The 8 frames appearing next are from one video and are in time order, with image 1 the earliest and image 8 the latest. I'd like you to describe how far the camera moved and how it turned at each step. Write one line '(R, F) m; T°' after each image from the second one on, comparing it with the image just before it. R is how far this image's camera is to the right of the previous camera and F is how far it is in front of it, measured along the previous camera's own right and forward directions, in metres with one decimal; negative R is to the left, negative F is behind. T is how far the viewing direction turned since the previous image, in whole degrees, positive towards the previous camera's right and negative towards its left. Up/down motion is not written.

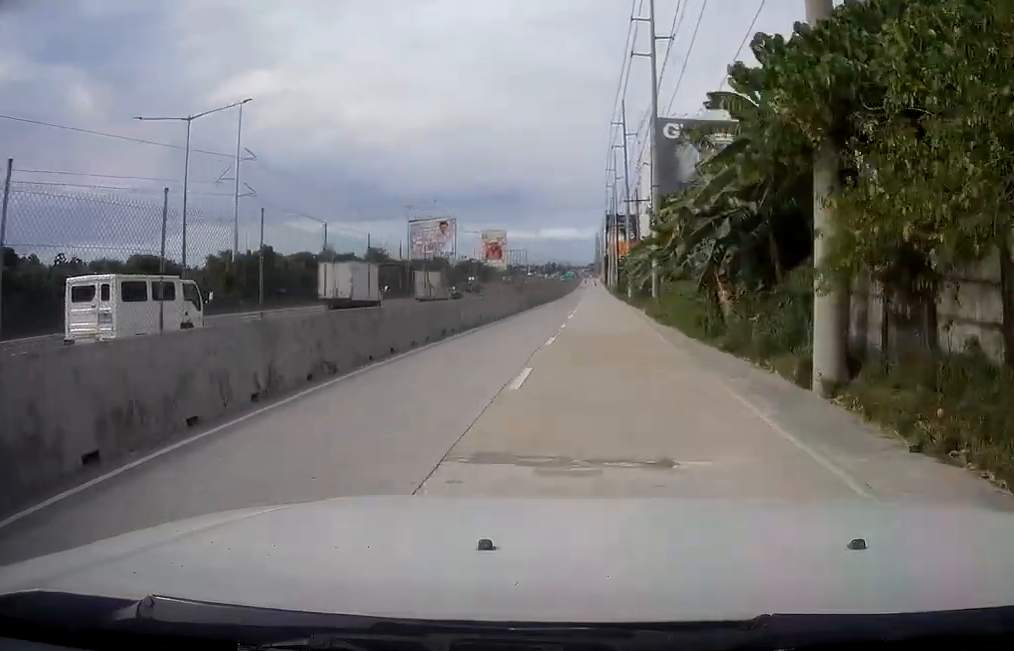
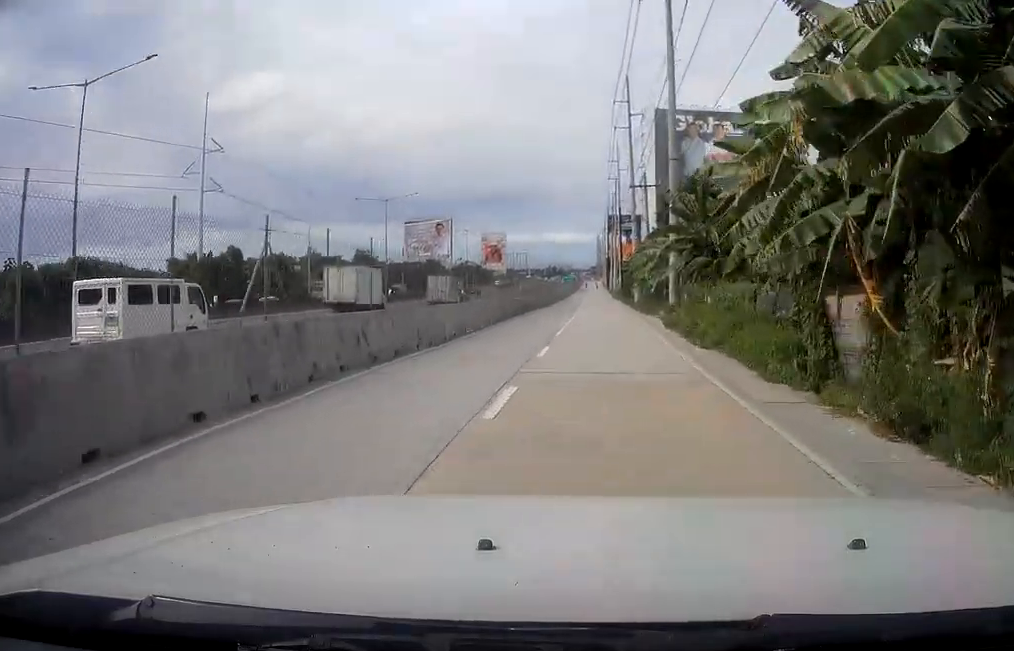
(+0.2, +12.2) m; 0°
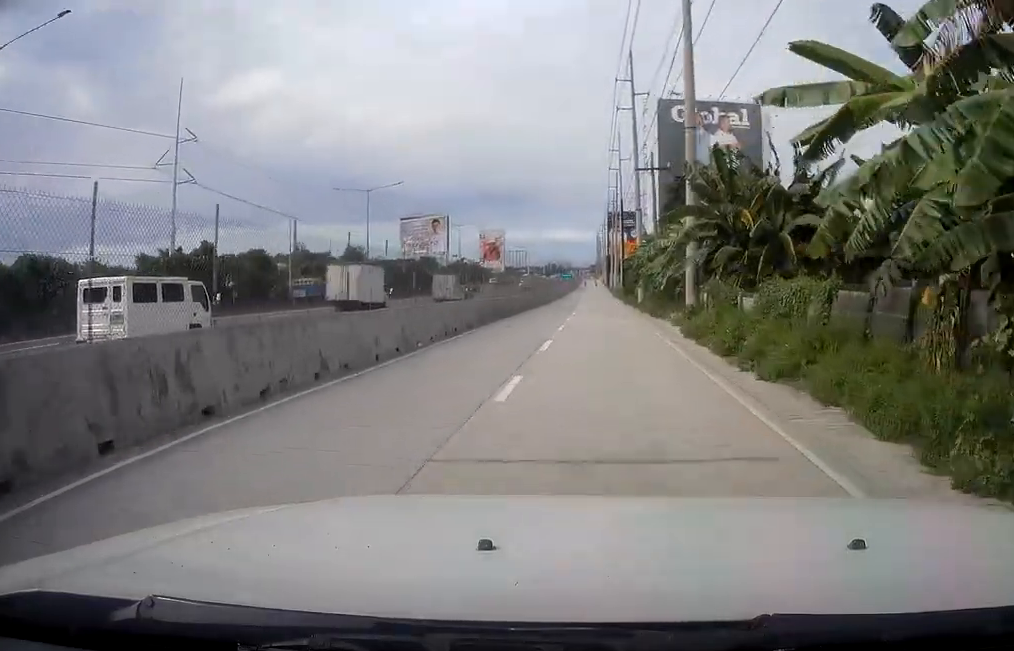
(0.0, +8.1) m; -1°
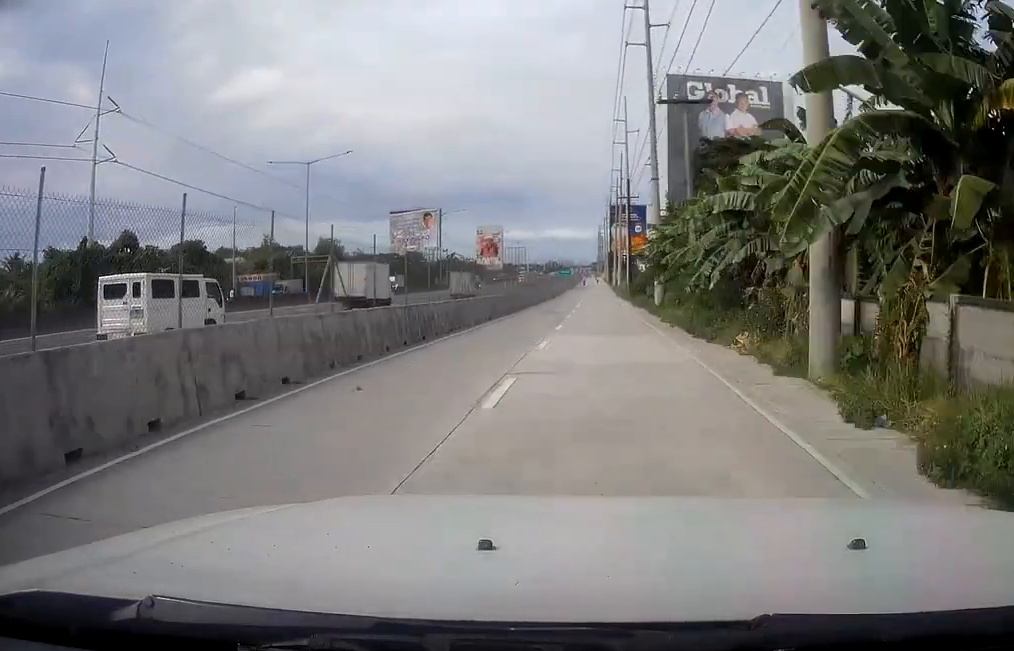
(-0.6, +19.9) m; -1°
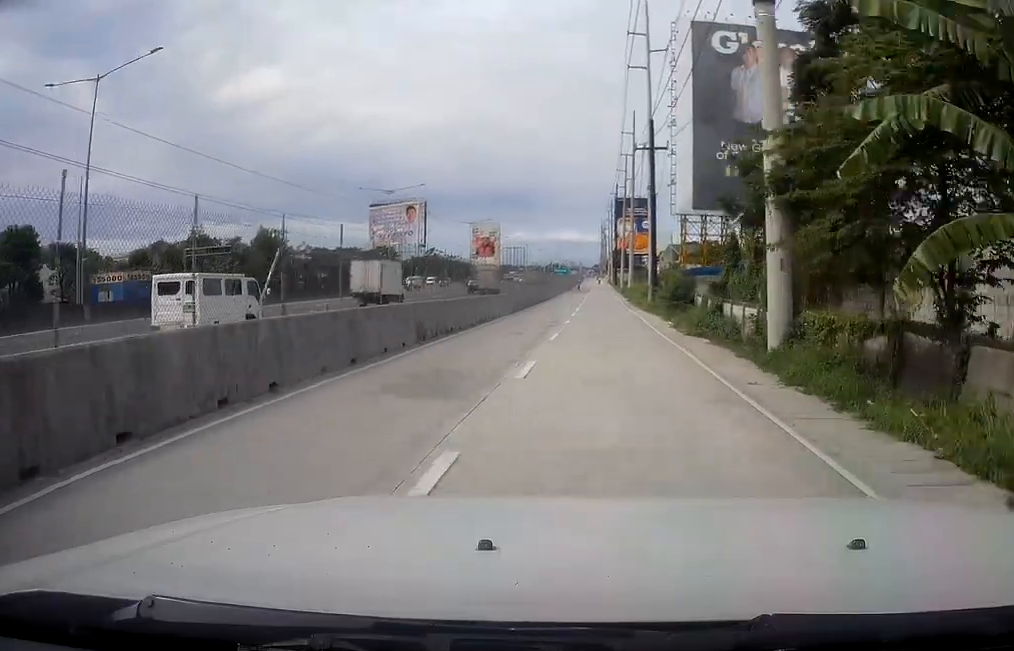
(+1.0, +34.0) m; +4°
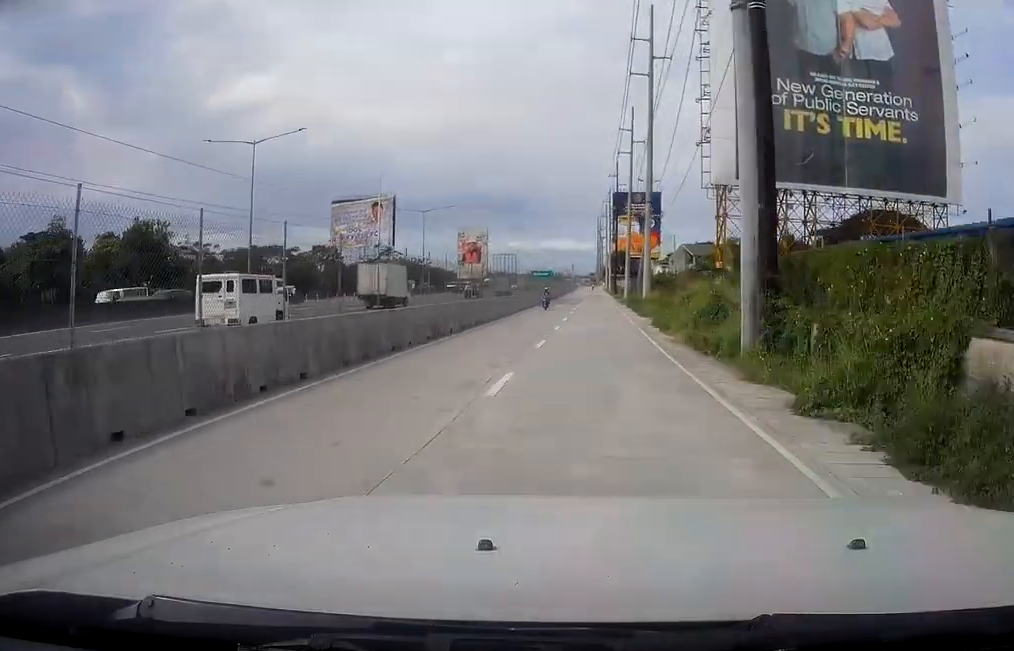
(-0.2, +39.1) m; -1°
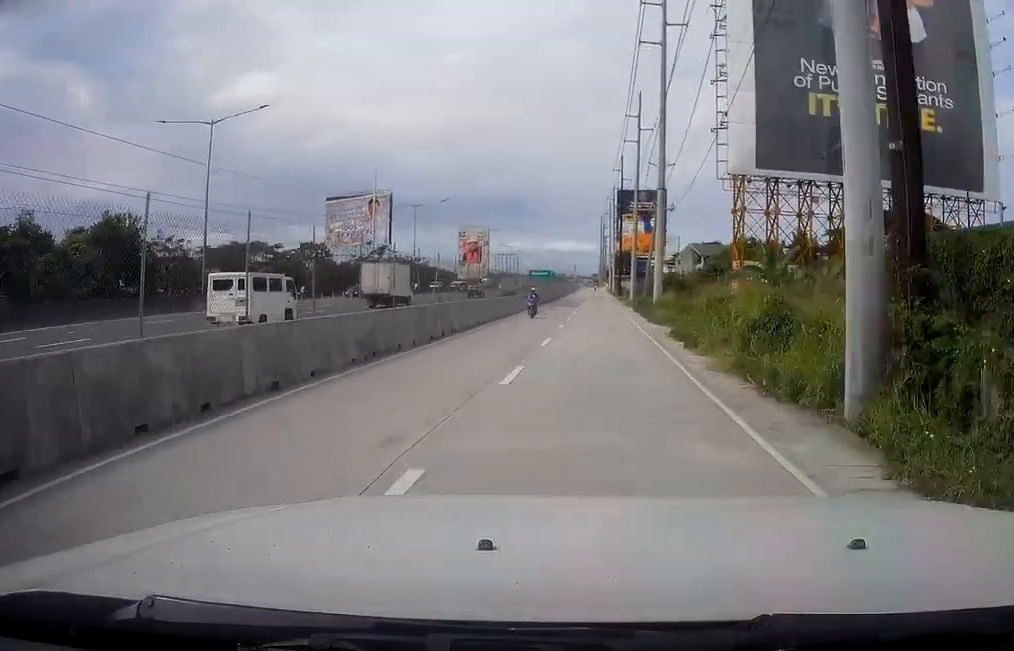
(+0.3, +7.8) m; 0°
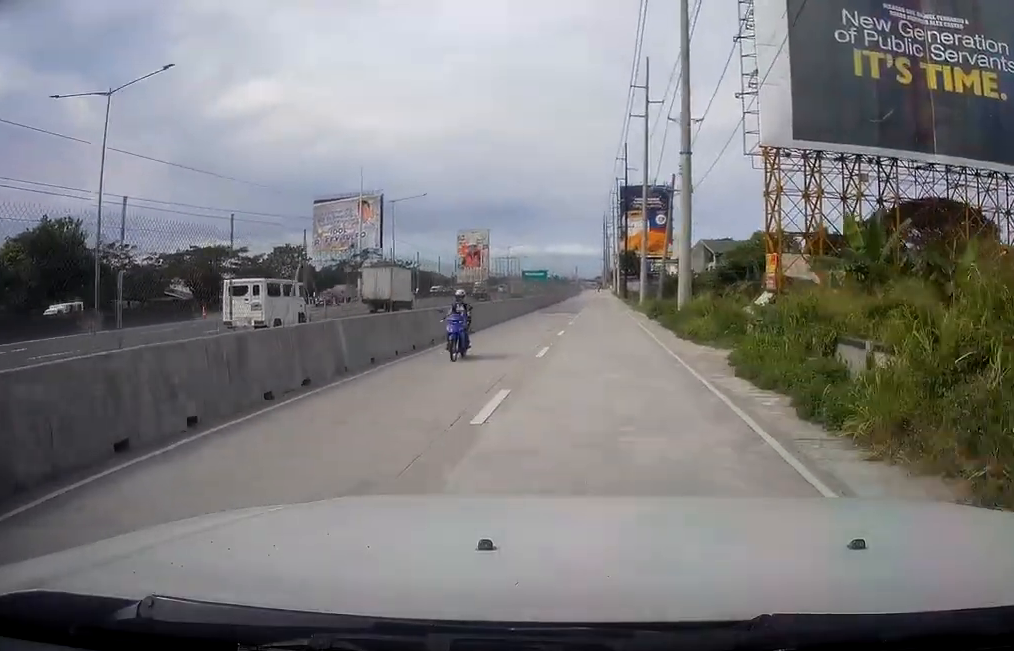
(-0.5, +12.5) m; -2°
